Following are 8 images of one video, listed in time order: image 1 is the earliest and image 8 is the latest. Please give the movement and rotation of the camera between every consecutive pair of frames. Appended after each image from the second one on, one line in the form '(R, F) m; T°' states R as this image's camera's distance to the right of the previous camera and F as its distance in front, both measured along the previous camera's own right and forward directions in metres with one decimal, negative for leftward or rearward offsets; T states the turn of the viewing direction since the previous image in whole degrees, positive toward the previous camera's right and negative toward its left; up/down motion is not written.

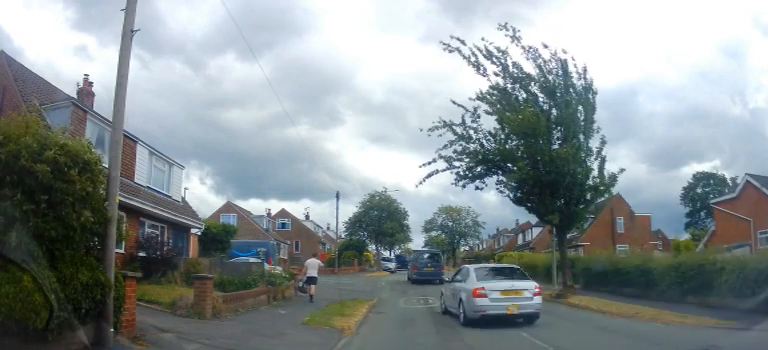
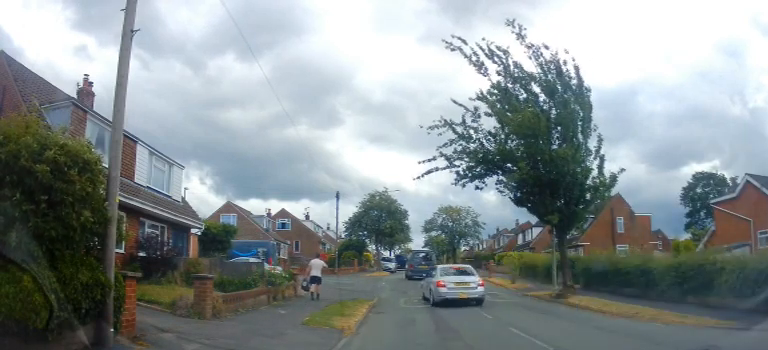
(0.0, 0.0) m; 0°
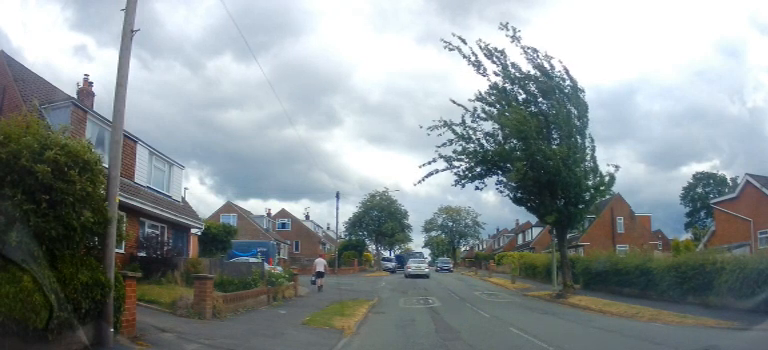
(0.0, 0.0) m; 0°
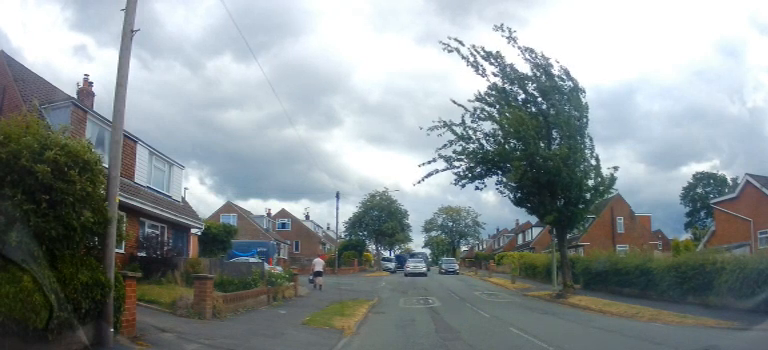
(0.0, 0.0) m; 0°
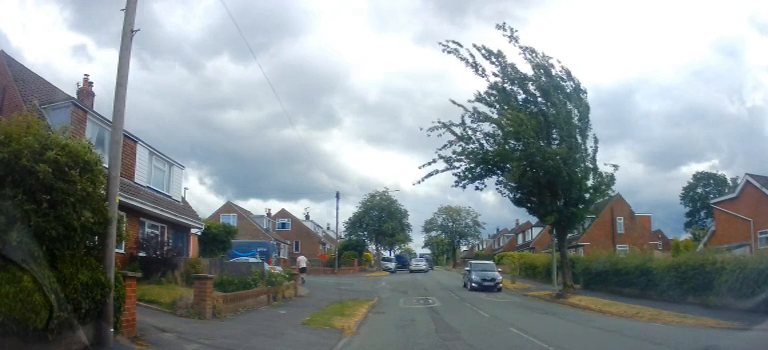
(0.0, 0.0) m; 0°
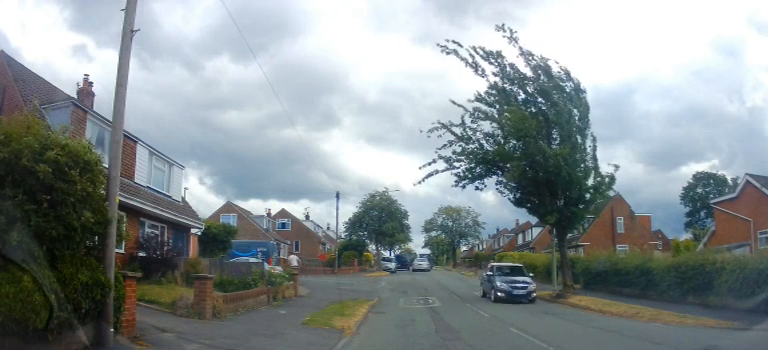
(0.0, 0.0) m; 0°
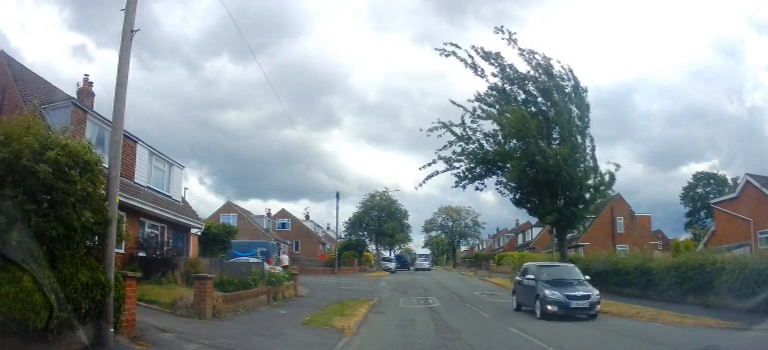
(0.0, 0.0) m; 0°
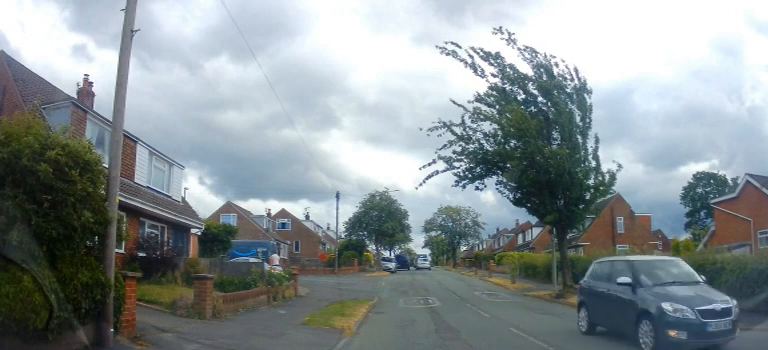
(0.0, 0.0) m; 0°
